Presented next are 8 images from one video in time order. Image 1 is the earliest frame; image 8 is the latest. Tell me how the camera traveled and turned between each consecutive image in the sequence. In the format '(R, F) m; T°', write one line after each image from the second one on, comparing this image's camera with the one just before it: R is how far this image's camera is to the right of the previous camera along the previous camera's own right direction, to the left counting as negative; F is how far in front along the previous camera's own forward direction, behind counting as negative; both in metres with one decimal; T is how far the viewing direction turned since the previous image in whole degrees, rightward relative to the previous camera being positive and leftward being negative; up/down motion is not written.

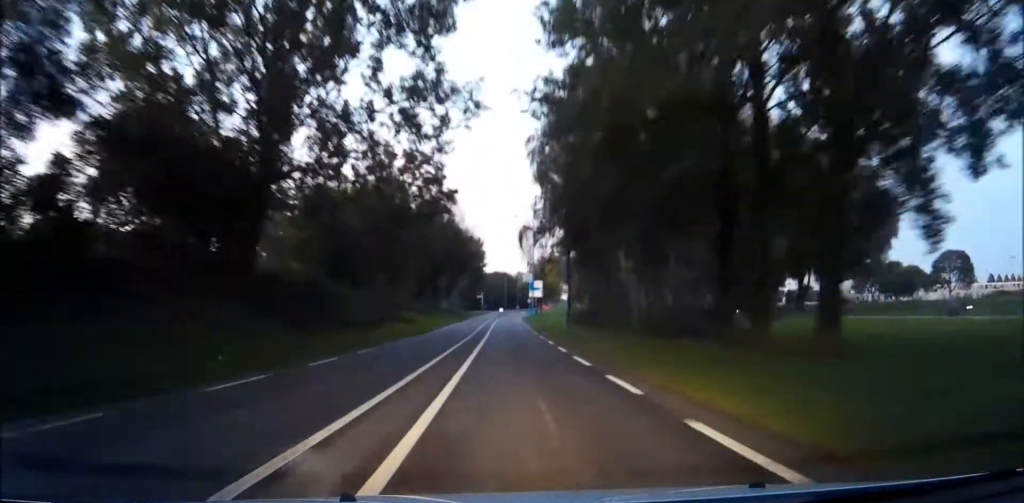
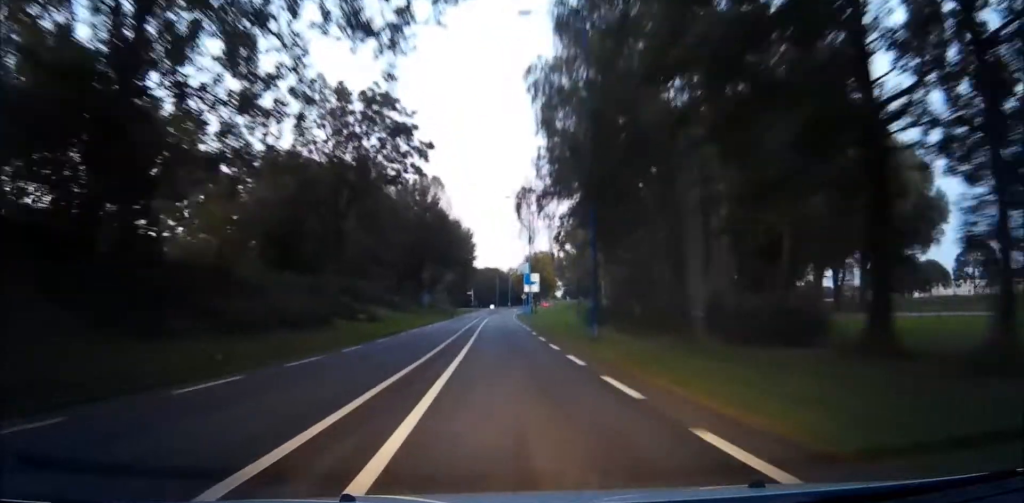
(+0.1, +13.3) m; 0°
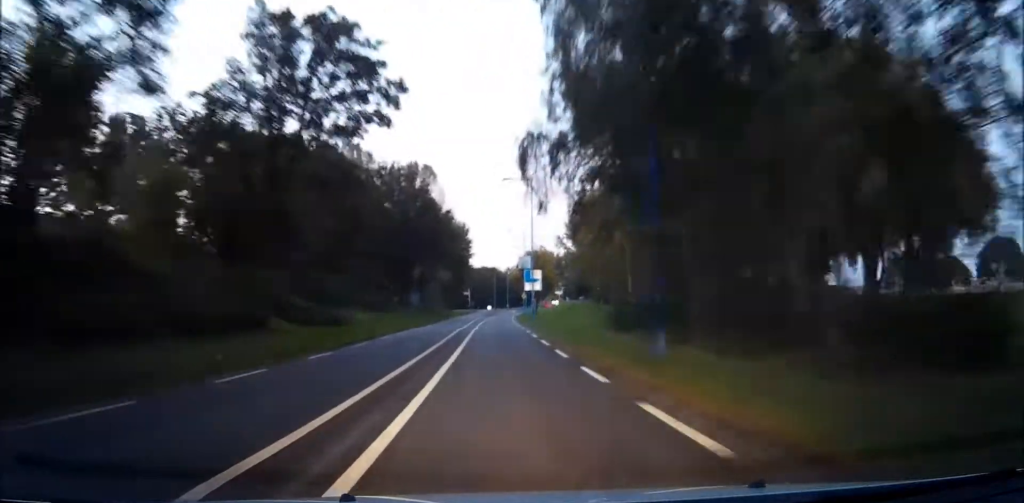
(0.0, +10.6) m; 0°
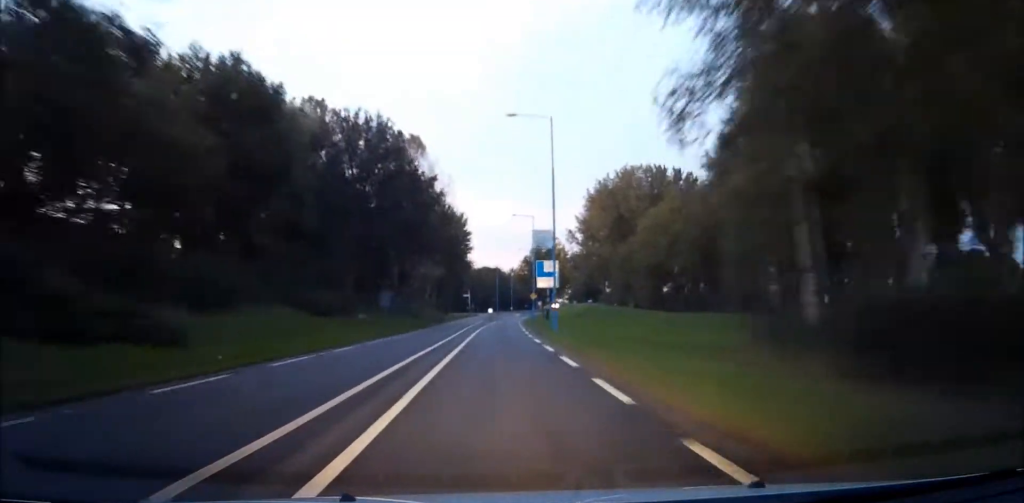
(0.0, +21.8) m; 0°
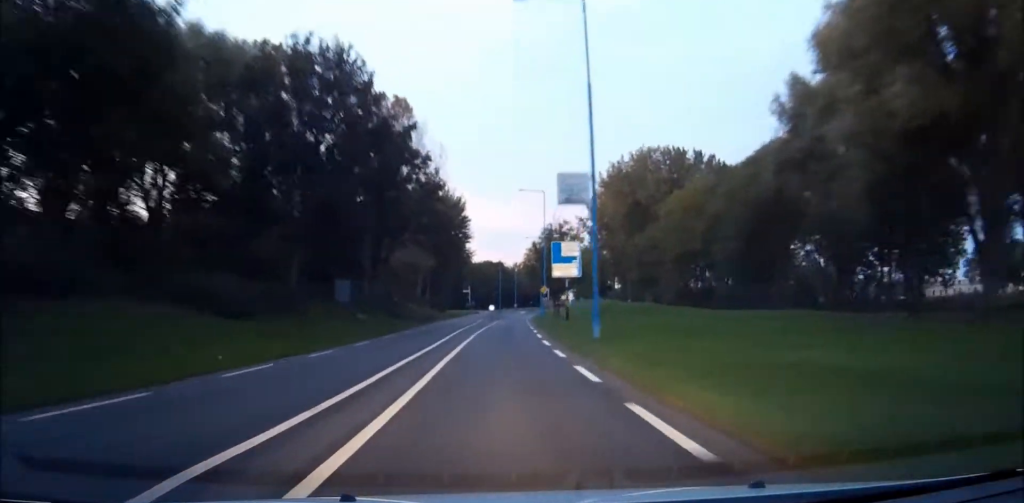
(+0.1, +16.5) m; 0°
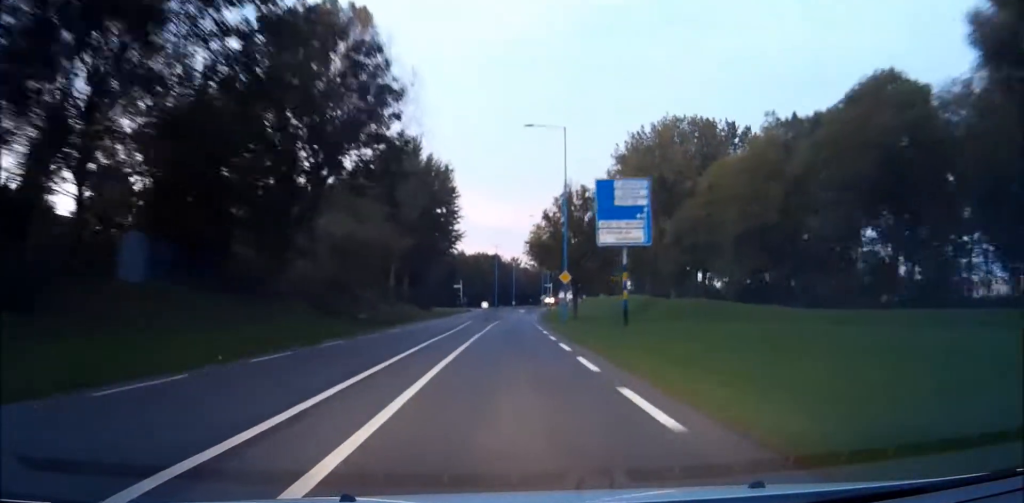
(0.0, +24.3) m; 0°
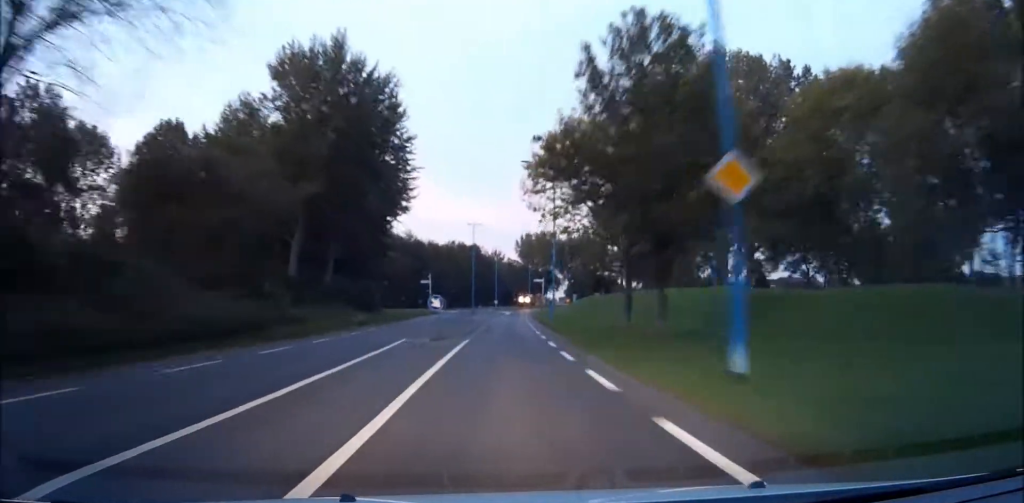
(+0.1, +34.7) m; 0°
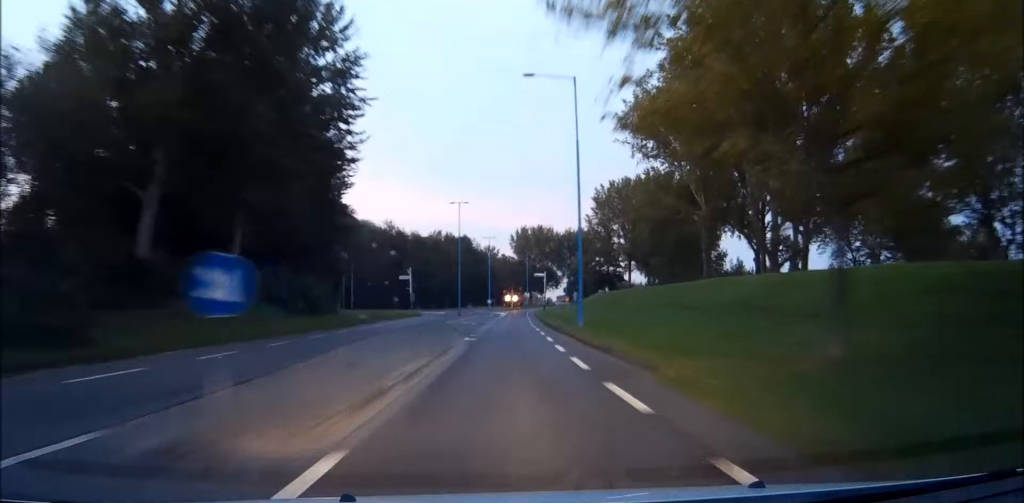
(0.0, +21.1) m; +1°
